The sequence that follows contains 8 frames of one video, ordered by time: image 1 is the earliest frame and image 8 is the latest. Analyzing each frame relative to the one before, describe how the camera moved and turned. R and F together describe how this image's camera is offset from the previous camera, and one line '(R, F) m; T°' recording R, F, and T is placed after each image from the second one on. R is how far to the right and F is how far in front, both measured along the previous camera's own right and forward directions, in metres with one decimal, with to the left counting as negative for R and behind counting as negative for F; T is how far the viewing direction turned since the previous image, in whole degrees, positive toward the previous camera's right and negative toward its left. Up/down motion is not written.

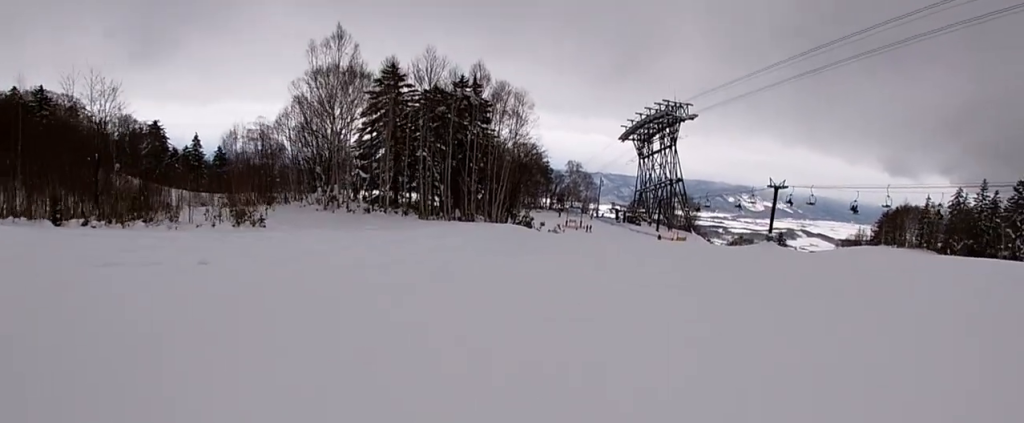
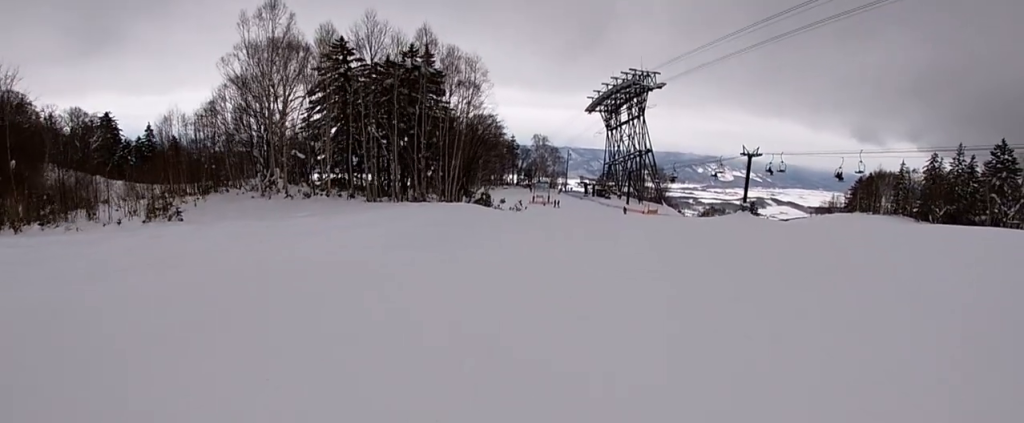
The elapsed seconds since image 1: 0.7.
(0.0, +3.9) m; +1°
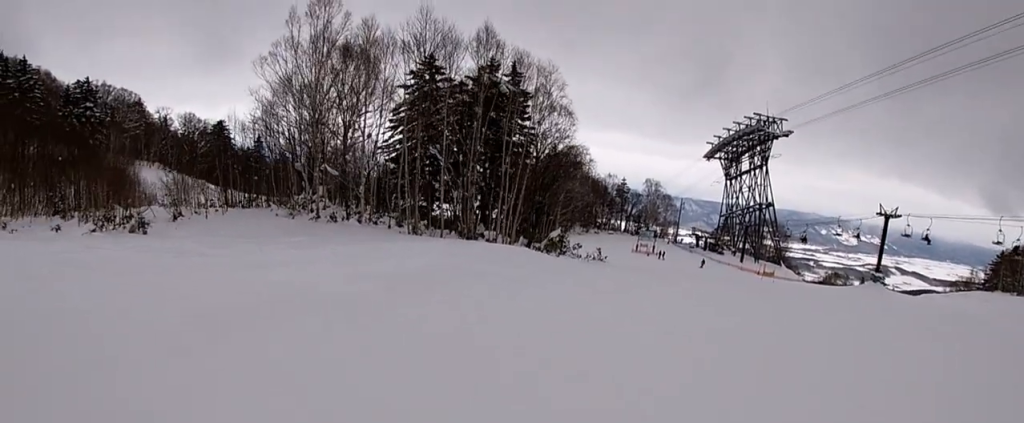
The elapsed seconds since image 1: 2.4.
(+0.5, +10.3) m; +4°
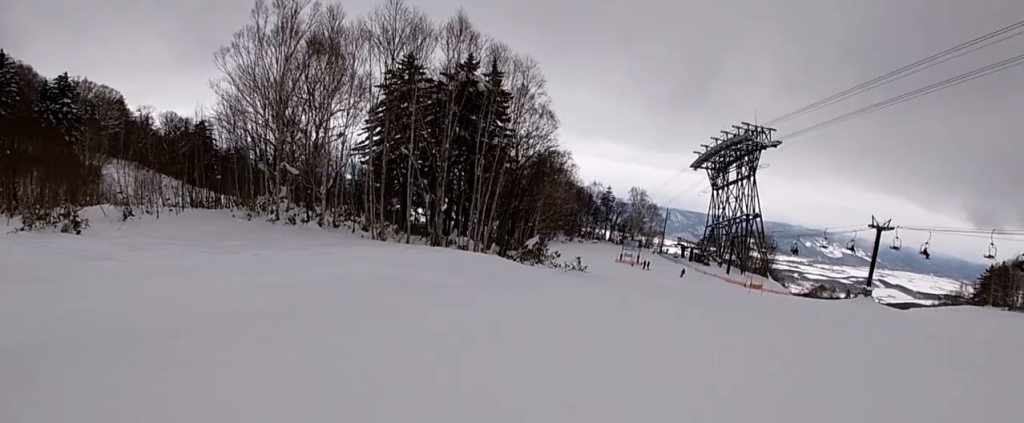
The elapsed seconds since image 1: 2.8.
(+0.1, +2.9) m; 0°
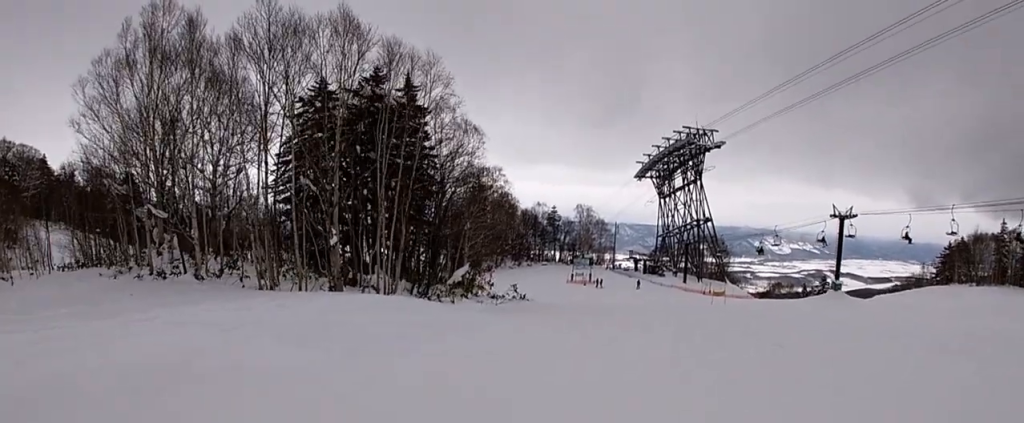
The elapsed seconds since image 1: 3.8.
(-0.3, +6.2) m; -4°
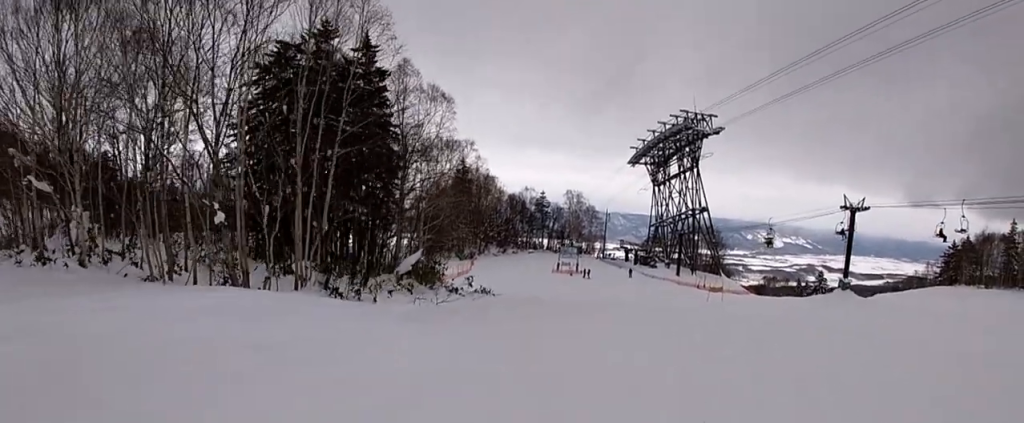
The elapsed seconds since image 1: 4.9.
(-0.1, +6.2) m; -1°
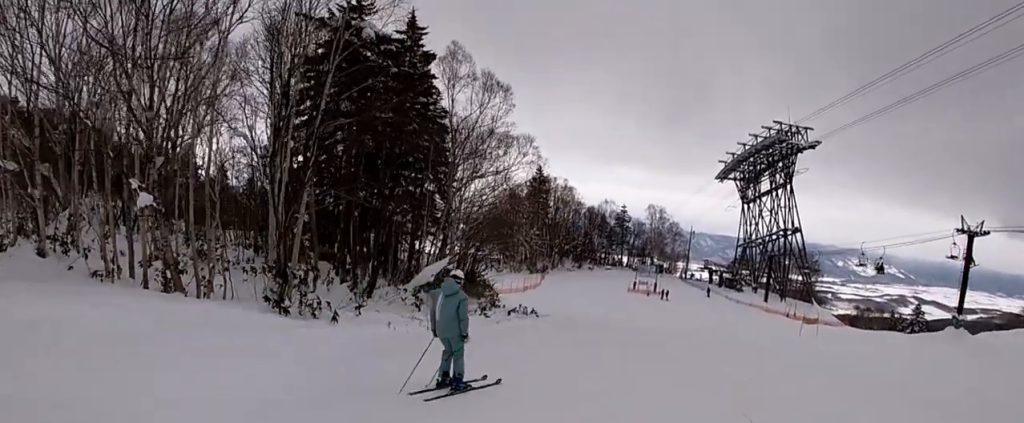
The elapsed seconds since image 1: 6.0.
(0.0, +6.5) m; -2°
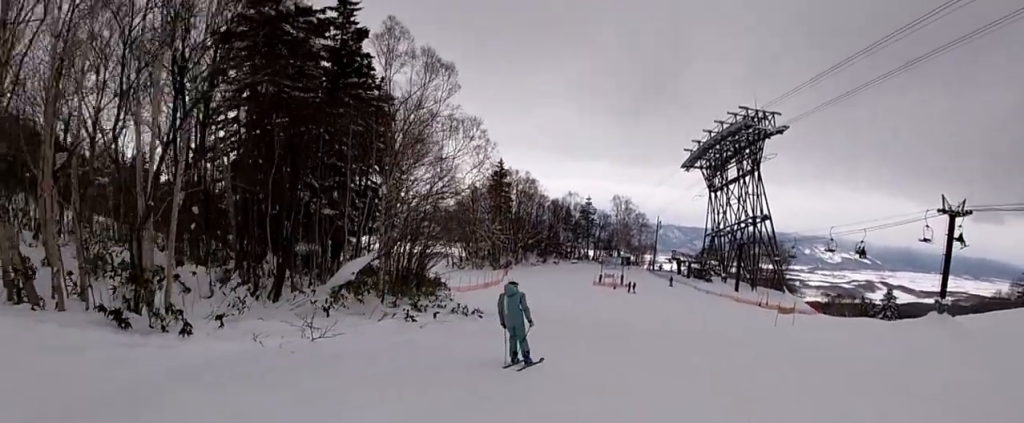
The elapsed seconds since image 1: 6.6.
(0.0, +3.8) m; -3°
